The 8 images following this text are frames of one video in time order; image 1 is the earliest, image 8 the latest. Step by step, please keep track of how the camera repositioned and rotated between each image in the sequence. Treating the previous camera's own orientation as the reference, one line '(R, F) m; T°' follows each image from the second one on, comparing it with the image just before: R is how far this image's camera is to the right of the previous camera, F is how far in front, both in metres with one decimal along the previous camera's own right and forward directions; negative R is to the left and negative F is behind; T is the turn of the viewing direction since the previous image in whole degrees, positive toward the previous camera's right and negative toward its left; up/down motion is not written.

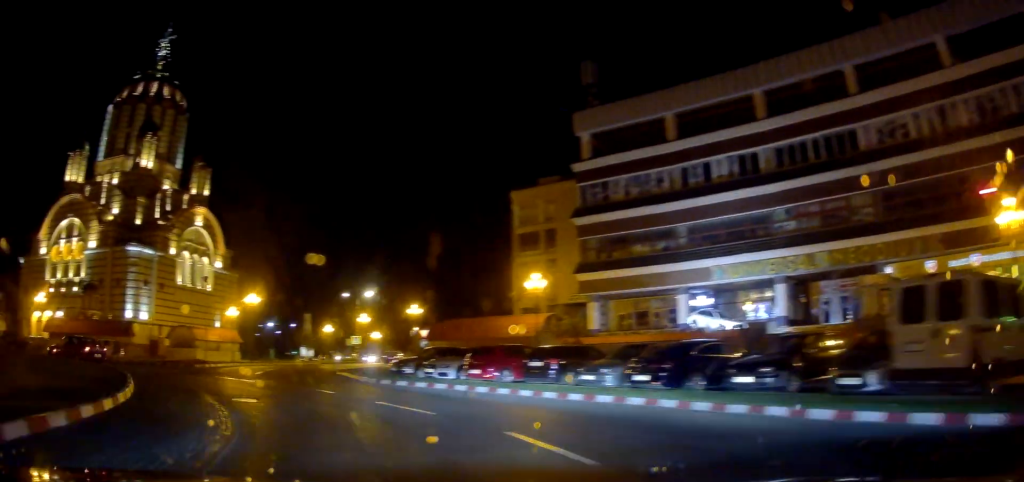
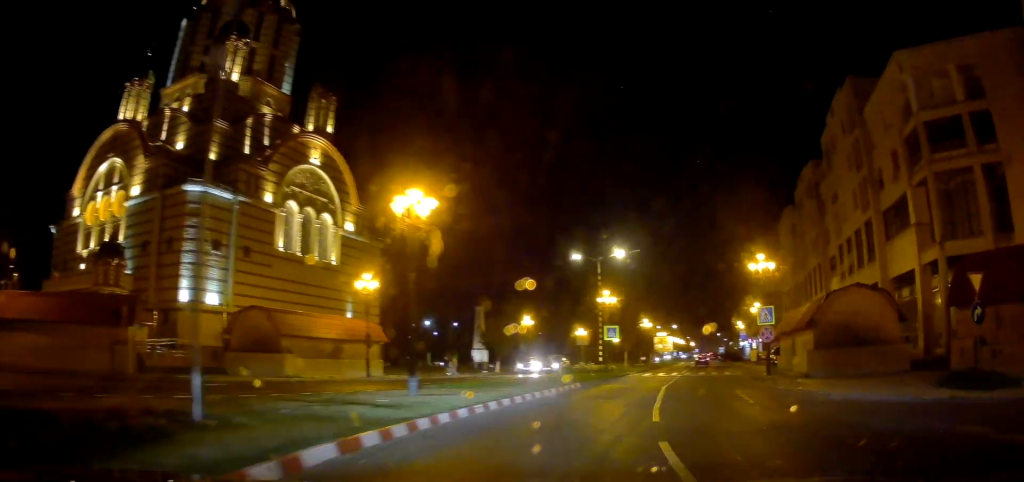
(-8.3, +29.6) m; -12°
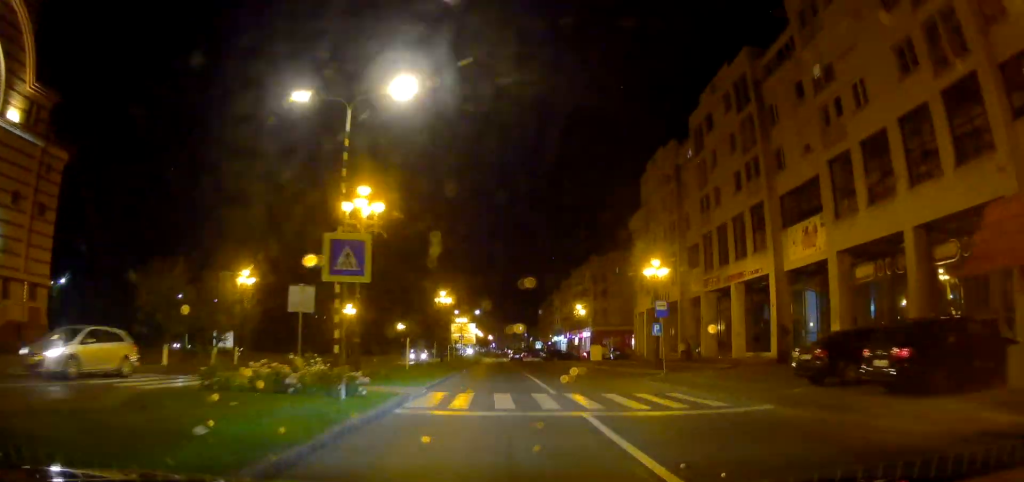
(+4.2, +29.3) m; +12°
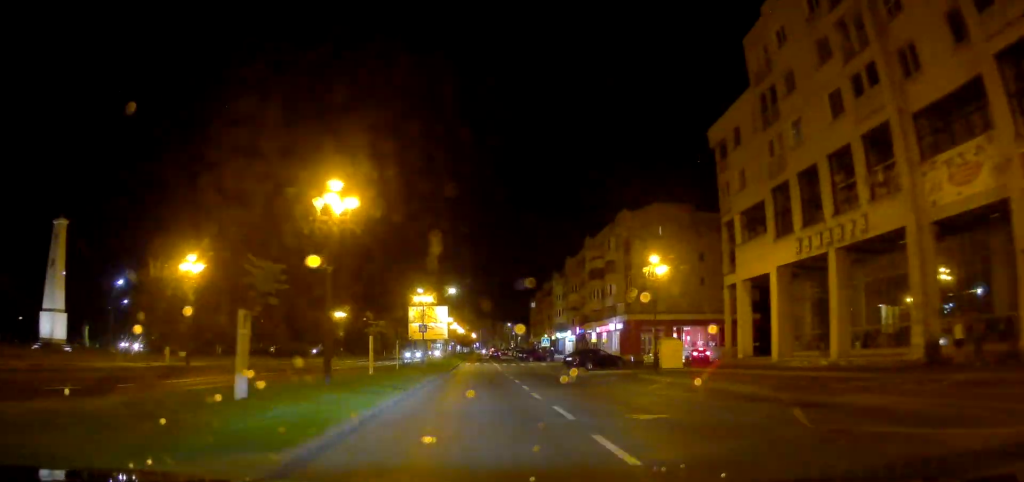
(+2.2, +32.7) m; +5°
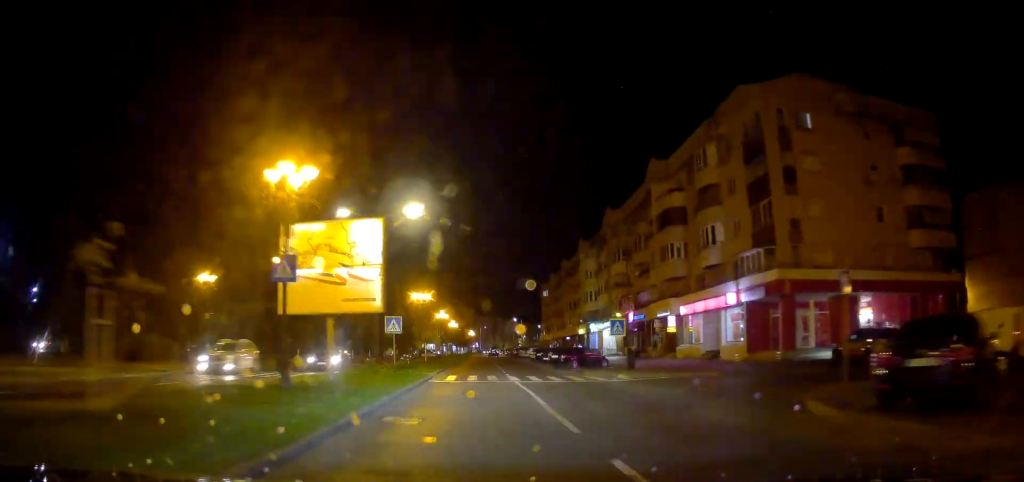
(+0.8, +32.9) m; +1°
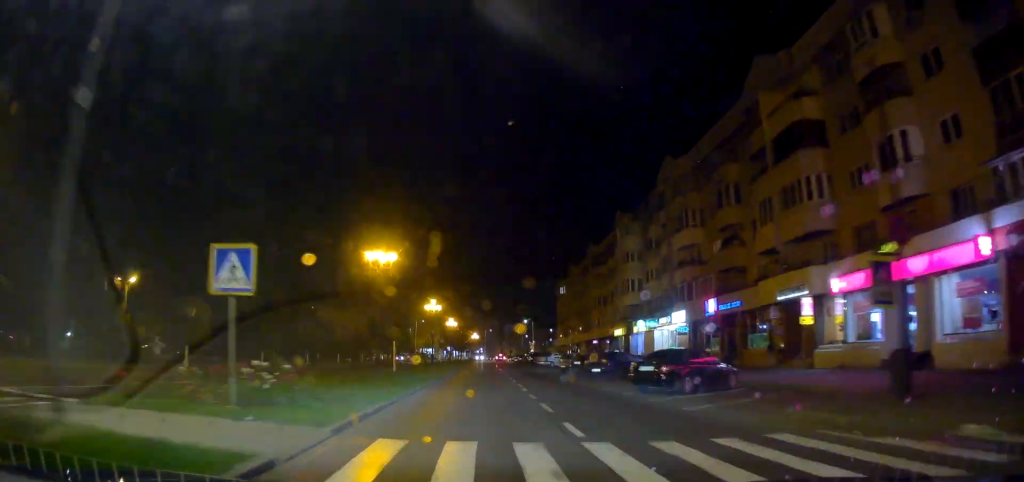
(+0.4, +20.4) m; 0°
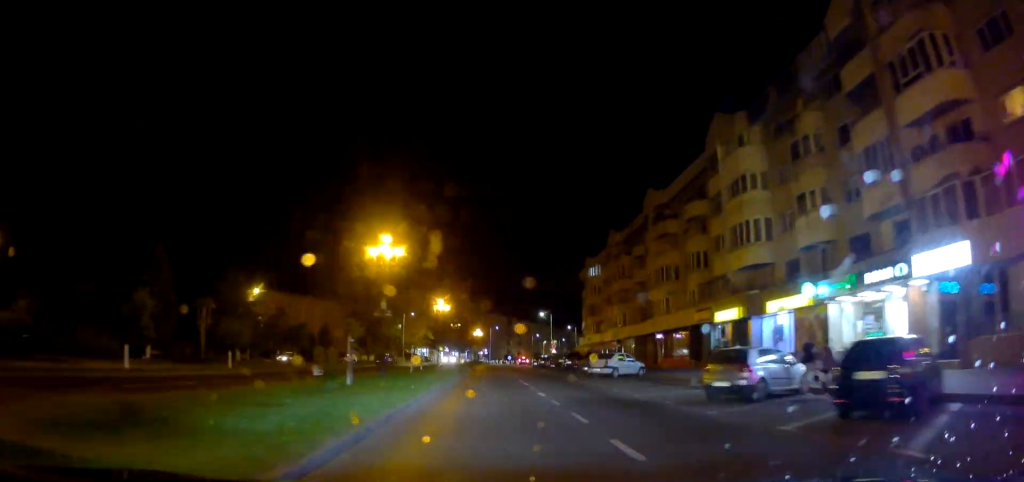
(-0.8, +27.5) m; -1°
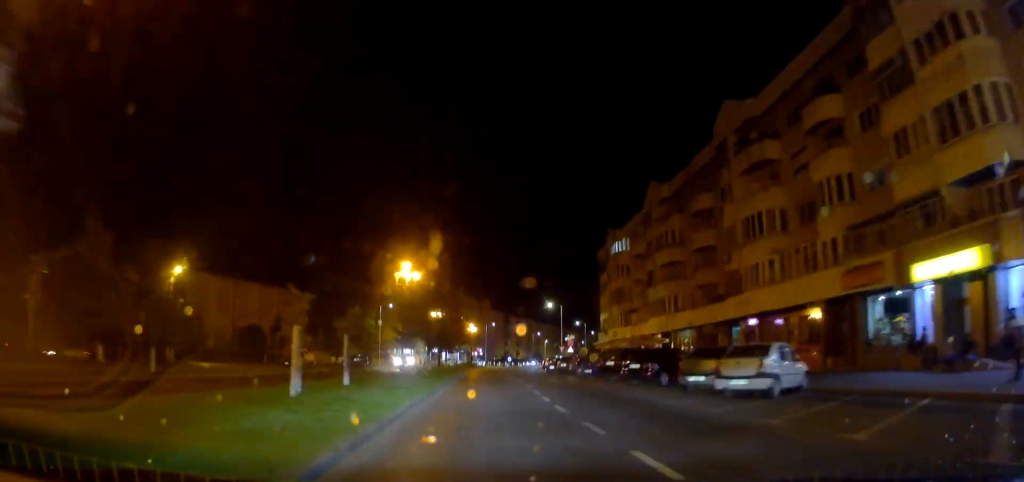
(0.0, +18.3) m; 0°
